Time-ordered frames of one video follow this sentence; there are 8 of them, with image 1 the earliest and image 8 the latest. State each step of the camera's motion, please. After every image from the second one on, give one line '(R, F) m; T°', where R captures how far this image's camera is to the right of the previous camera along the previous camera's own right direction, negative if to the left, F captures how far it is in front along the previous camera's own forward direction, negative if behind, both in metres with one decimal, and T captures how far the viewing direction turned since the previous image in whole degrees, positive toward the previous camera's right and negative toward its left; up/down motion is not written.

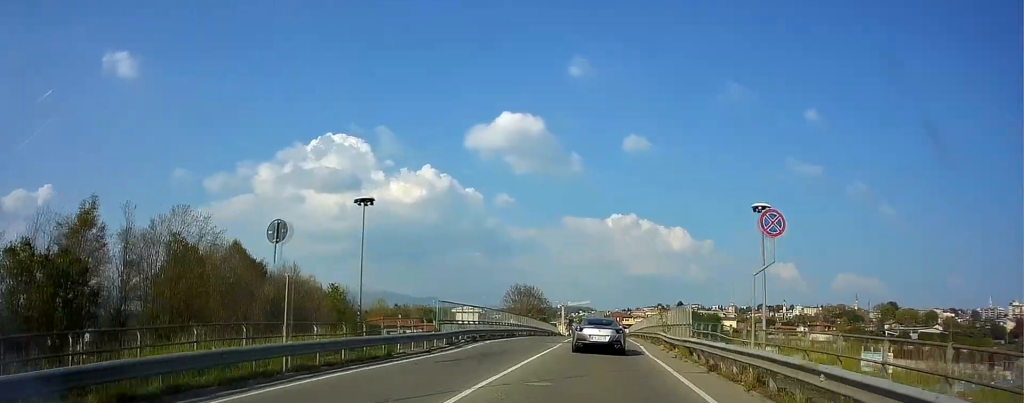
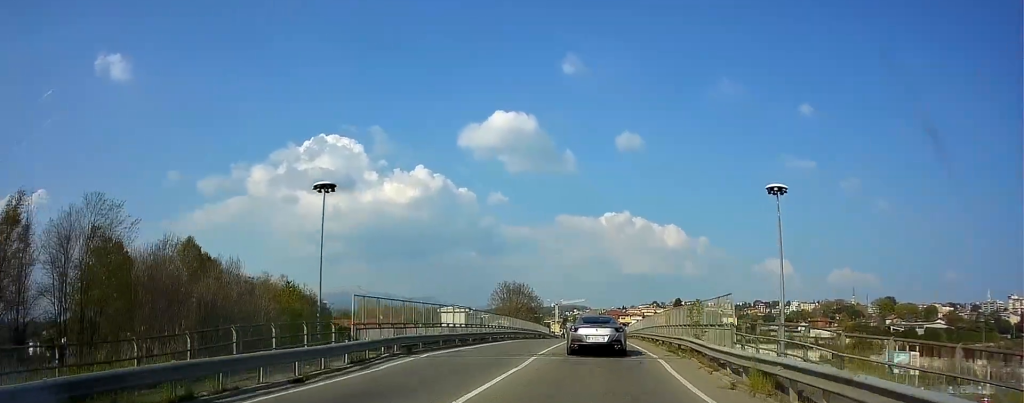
(+0.1, +10.0) m; +1°
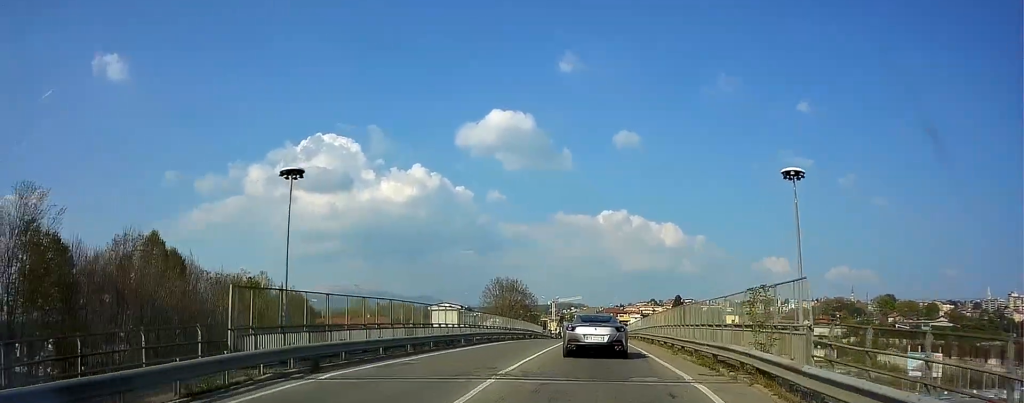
(0.0, +7.5) m; 0°
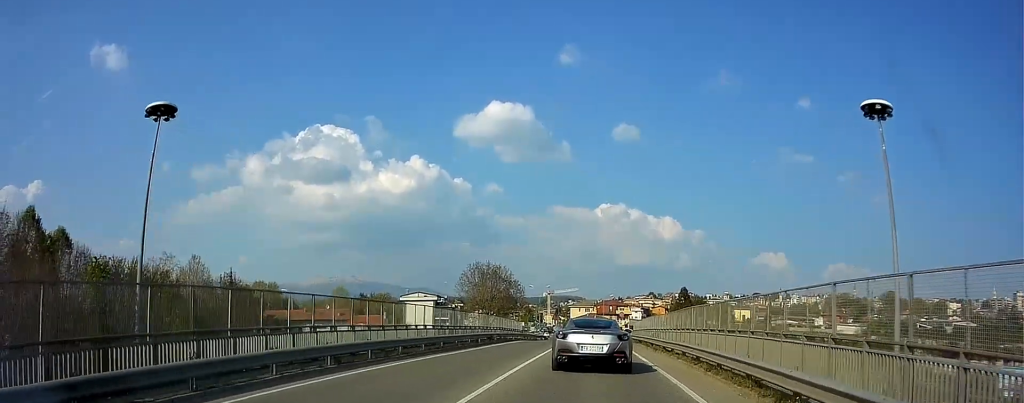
(+0.2, +22.4) m; -1°
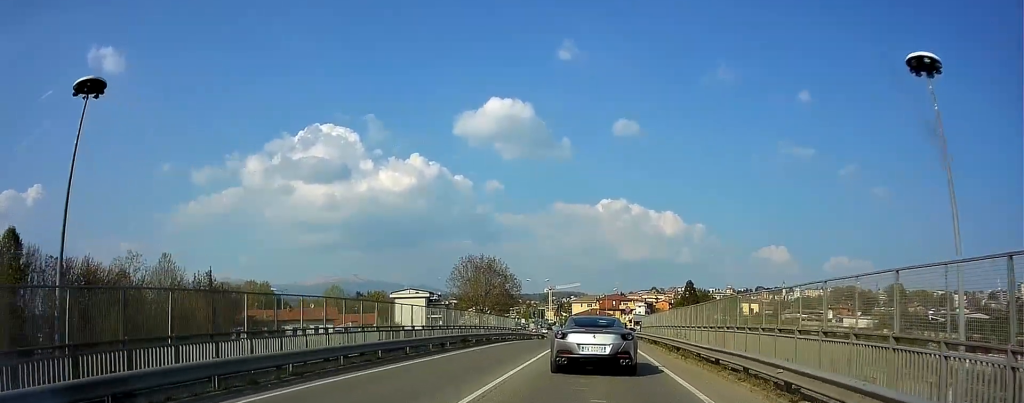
(-0.3, +8.3) m; -1°
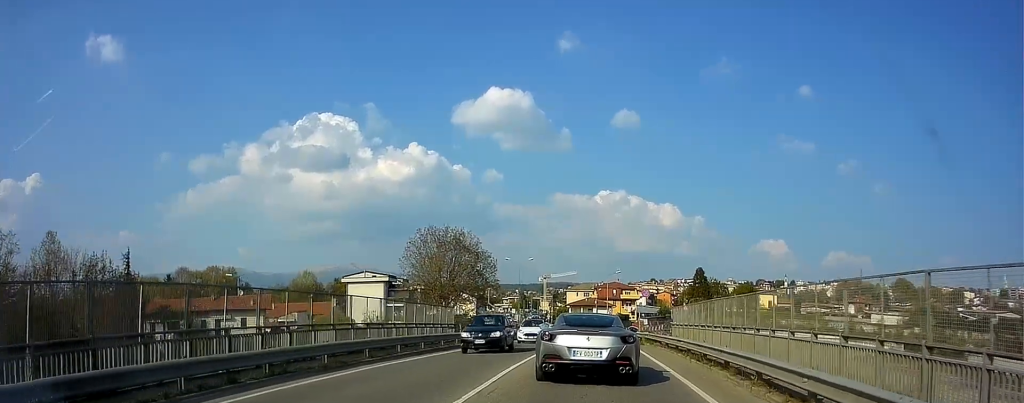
(+0.2, +25.1) m; +1°
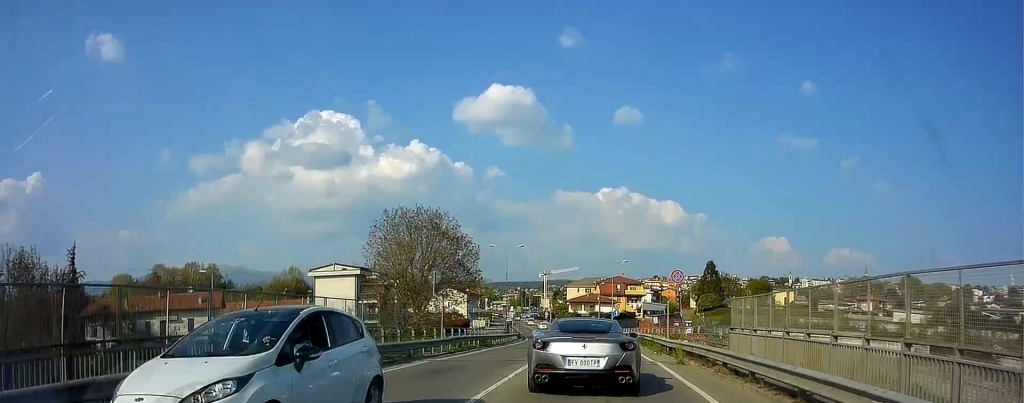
(0.0, +14.2) m; 0°
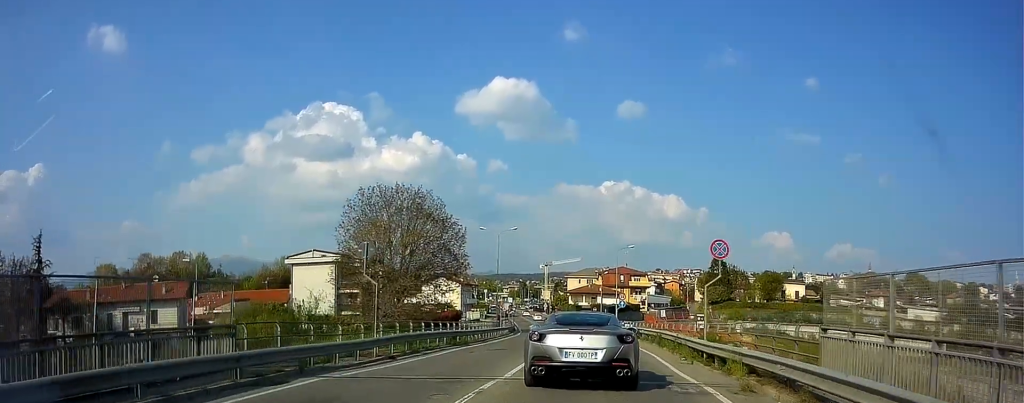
(0.0, +8.3) m; 0°
